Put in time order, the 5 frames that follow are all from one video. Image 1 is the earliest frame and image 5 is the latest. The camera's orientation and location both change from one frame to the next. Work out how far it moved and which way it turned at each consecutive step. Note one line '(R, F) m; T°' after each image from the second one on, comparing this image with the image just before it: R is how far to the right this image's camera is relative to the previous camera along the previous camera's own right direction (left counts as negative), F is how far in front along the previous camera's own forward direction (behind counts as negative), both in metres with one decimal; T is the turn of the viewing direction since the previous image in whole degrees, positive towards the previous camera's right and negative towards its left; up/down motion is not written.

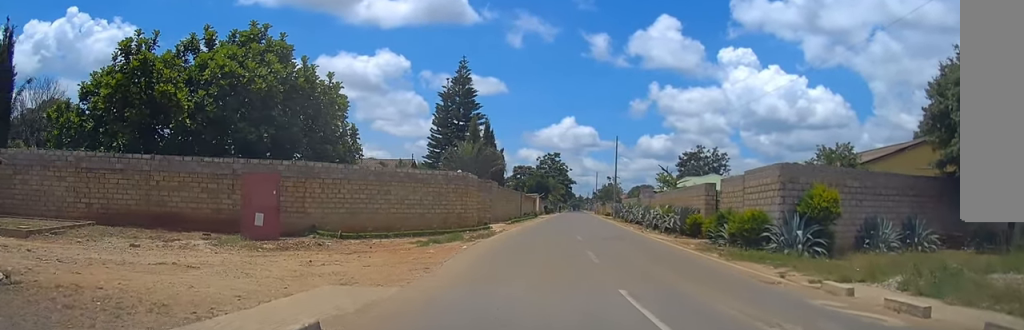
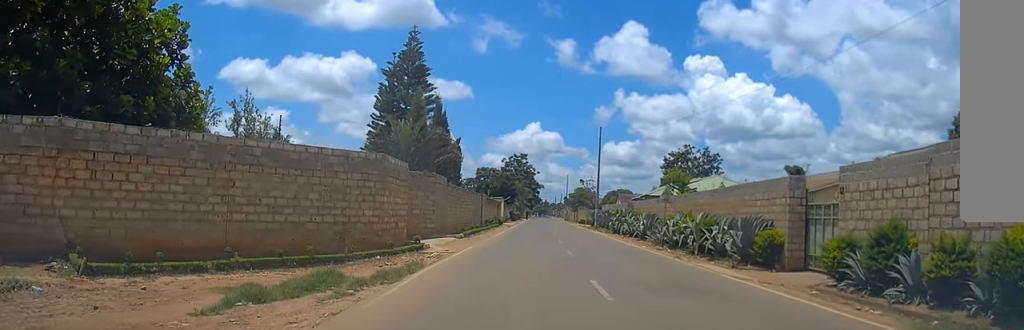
(+0.5, +13.9) m; +3°
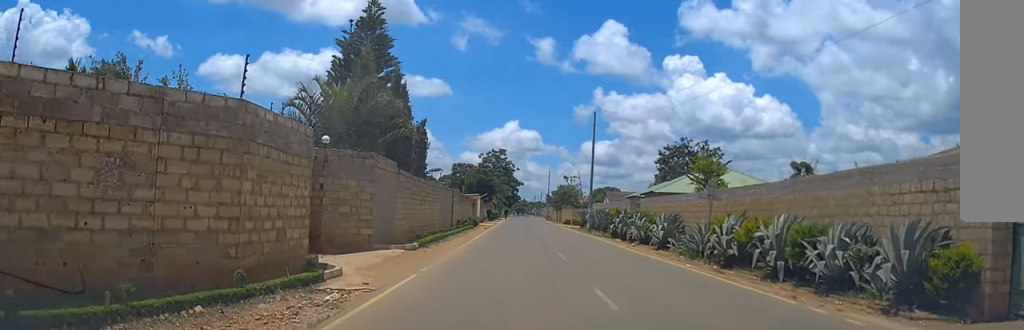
(+0.1, +9.9) m; +1°
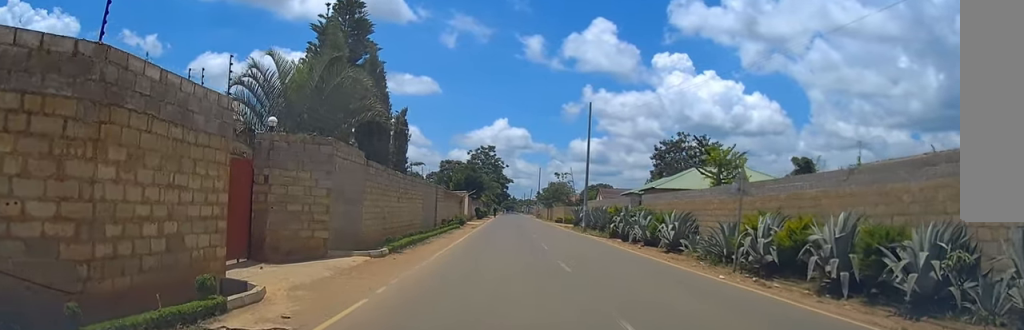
(0.0, +3.8) m; +1°
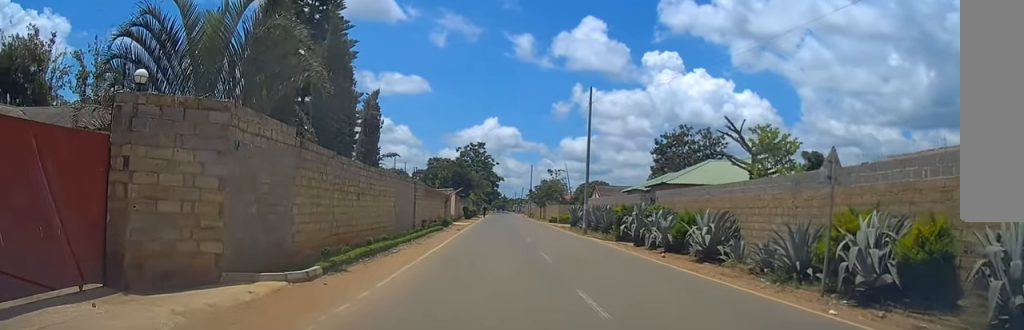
(+0.1, +5.9) m; +1°
